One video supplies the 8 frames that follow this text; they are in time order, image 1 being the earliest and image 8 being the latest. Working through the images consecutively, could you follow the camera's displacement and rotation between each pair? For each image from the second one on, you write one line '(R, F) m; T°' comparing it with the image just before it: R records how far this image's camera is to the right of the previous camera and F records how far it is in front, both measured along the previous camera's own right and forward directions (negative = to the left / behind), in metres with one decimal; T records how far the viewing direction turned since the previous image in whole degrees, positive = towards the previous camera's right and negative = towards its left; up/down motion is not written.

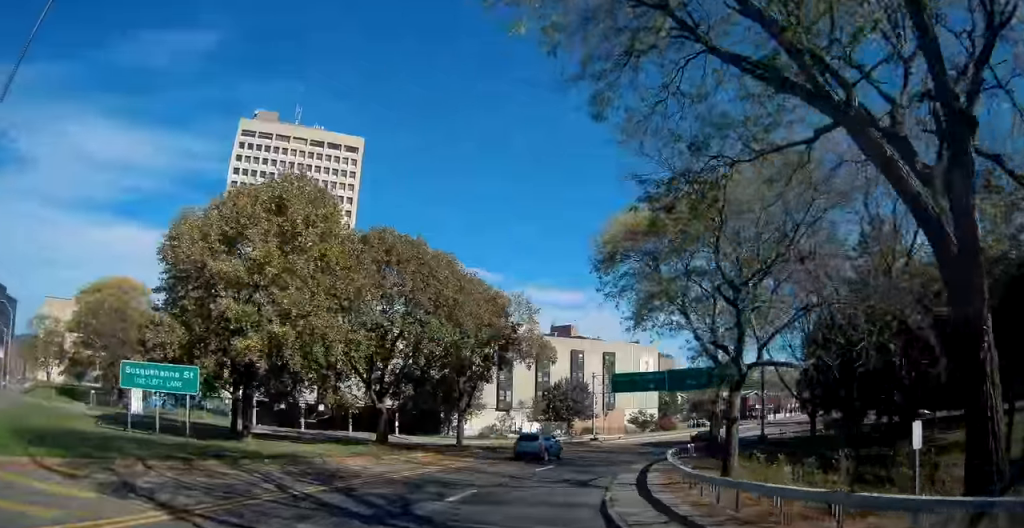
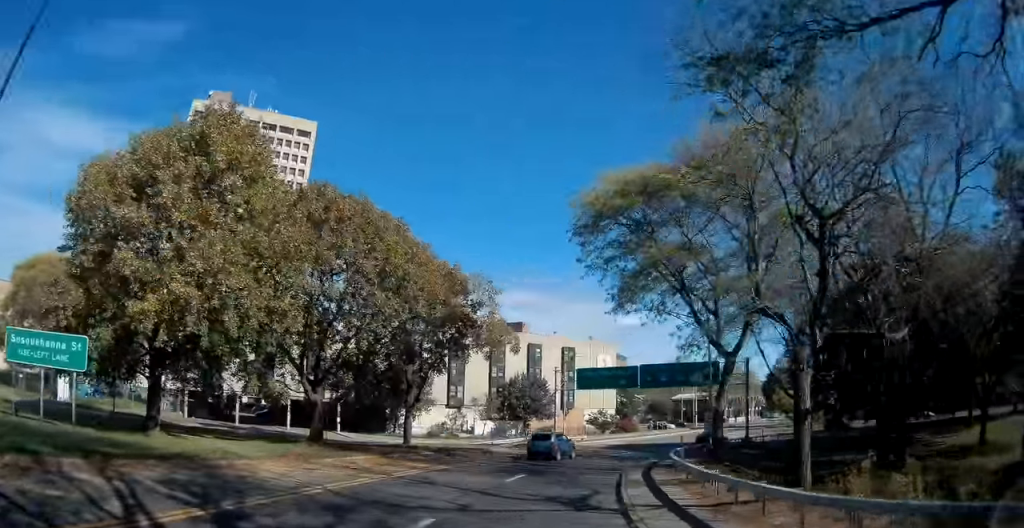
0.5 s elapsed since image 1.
(+0.2, +6.4) m; +4°
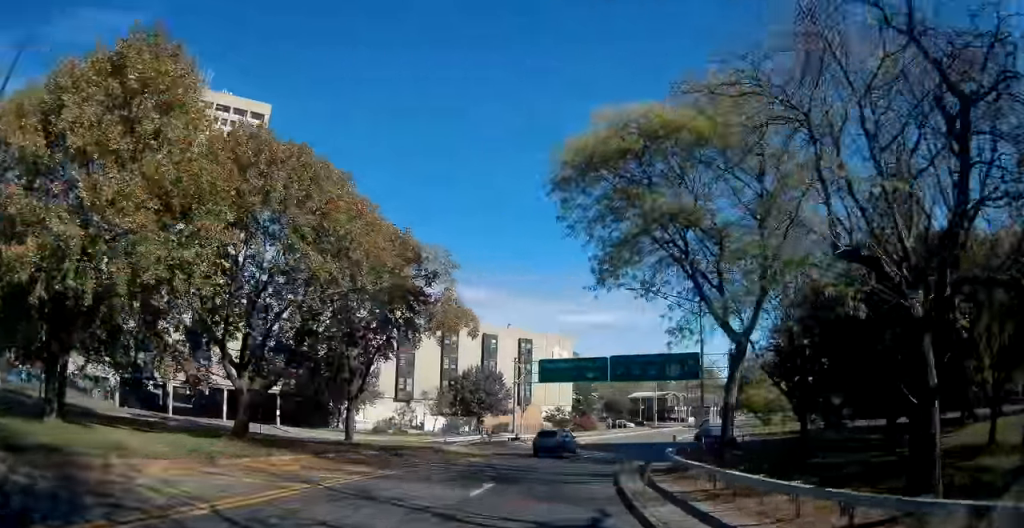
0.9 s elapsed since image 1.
(+0.2, +5.2) m; +5°
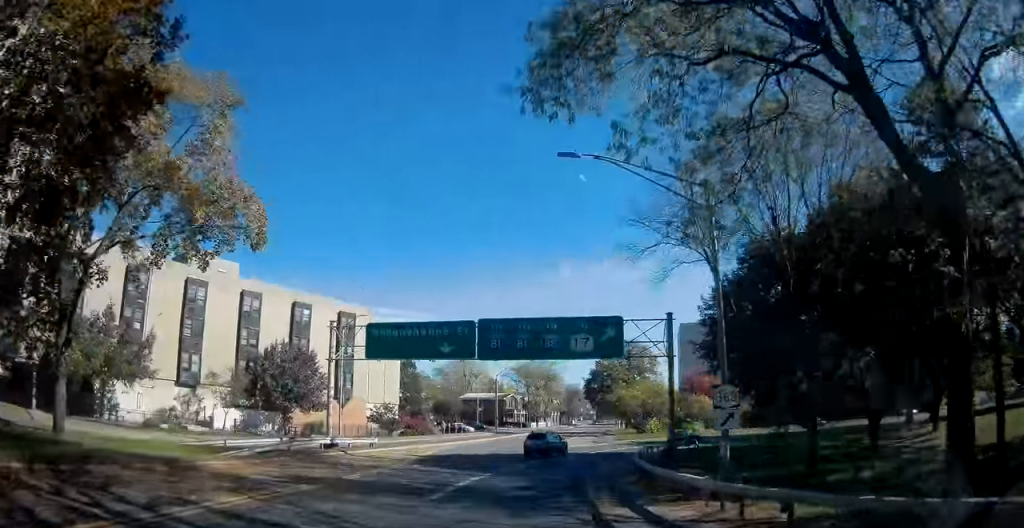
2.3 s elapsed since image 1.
(+2.7, +15.6) m; +19°
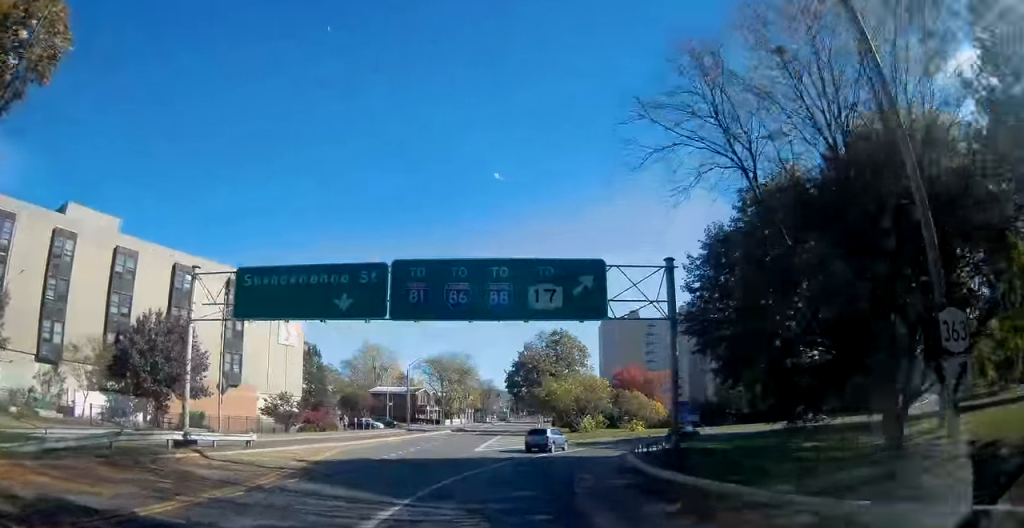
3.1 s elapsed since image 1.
(+0.9, +10.0) m; +10°
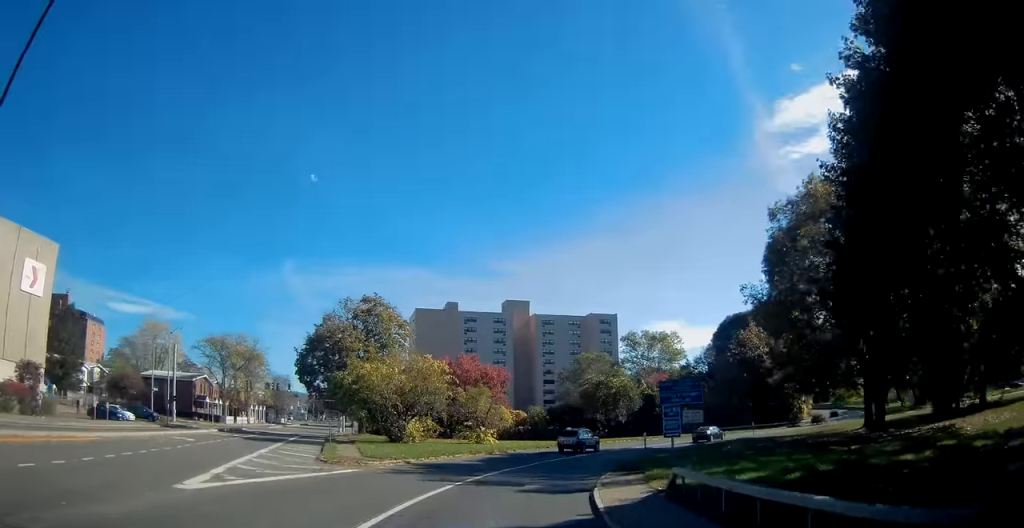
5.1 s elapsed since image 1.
(+4.9, +25.2) m; +22°
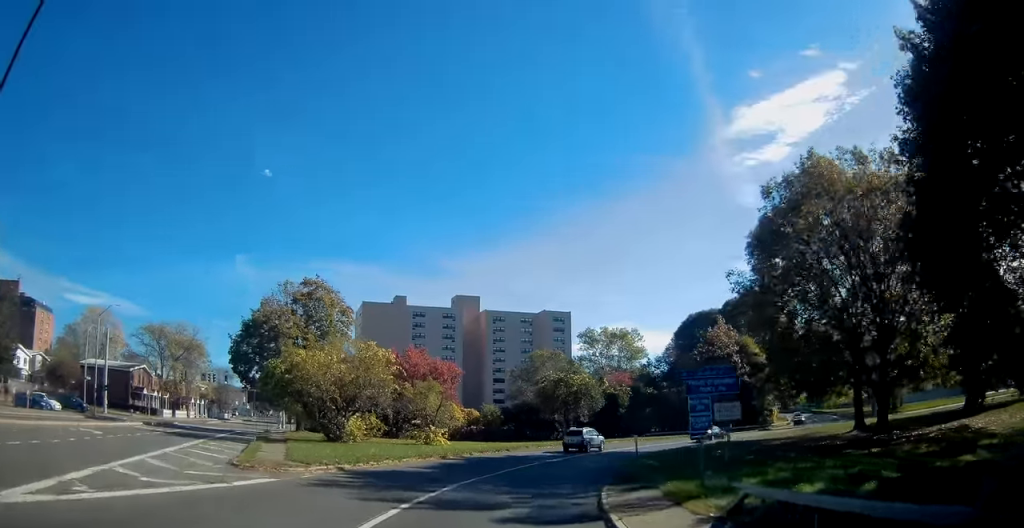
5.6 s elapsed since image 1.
(-0.3, +5.9) m; +5°
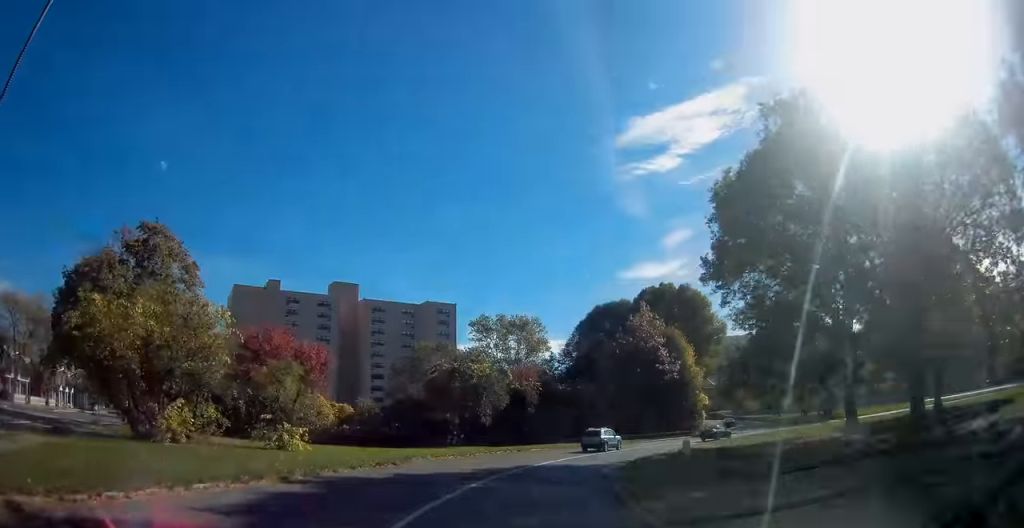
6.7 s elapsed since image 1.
(+2.1, +13.0) m; +12°
